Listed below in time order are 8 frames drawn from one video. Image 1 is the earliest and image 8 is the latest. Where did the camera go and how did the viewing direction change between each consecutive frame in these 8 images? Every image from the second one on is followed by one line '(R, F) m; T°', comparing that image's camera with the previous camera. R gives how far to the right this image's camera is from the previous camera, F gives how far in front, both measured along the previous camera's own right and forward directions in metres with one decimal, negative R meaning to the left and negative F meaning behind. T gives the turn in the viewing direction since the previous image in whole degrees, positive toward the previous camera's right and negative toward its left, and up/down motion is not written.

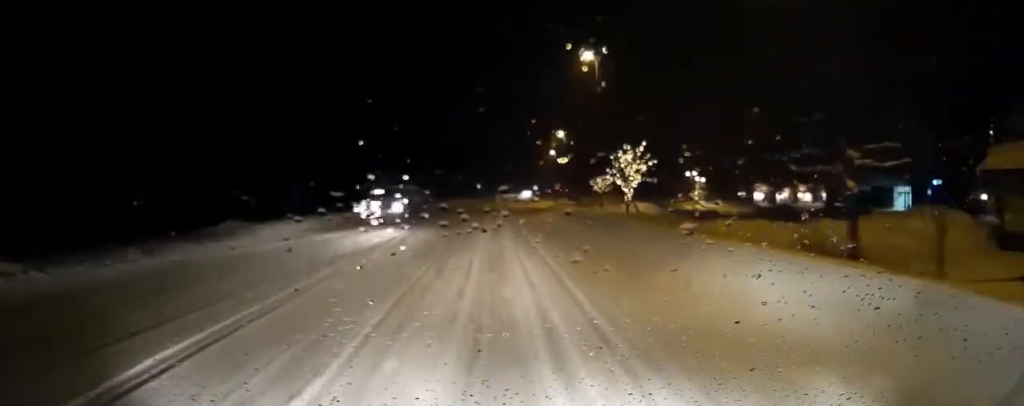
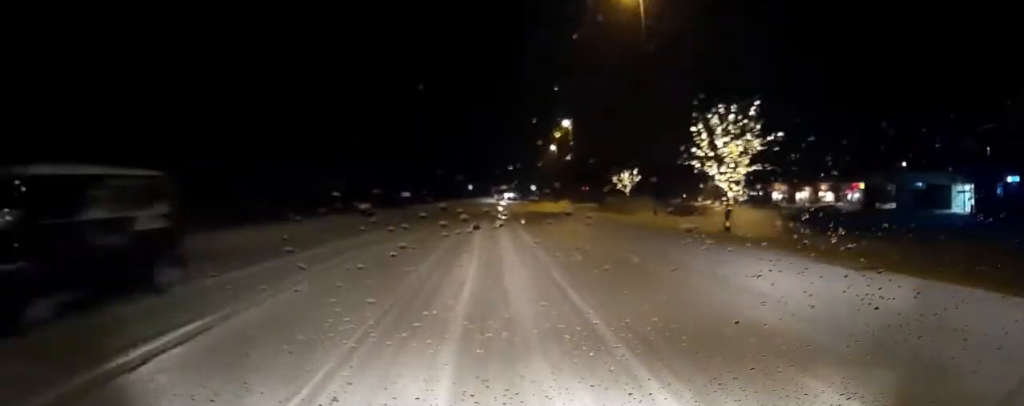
(0.0, +14.4) m; +1°
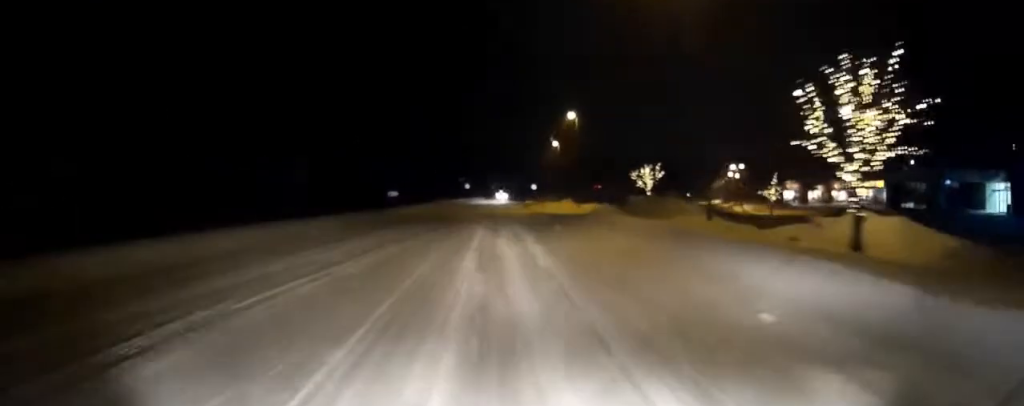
(+0.1, +6.9) m; +1°
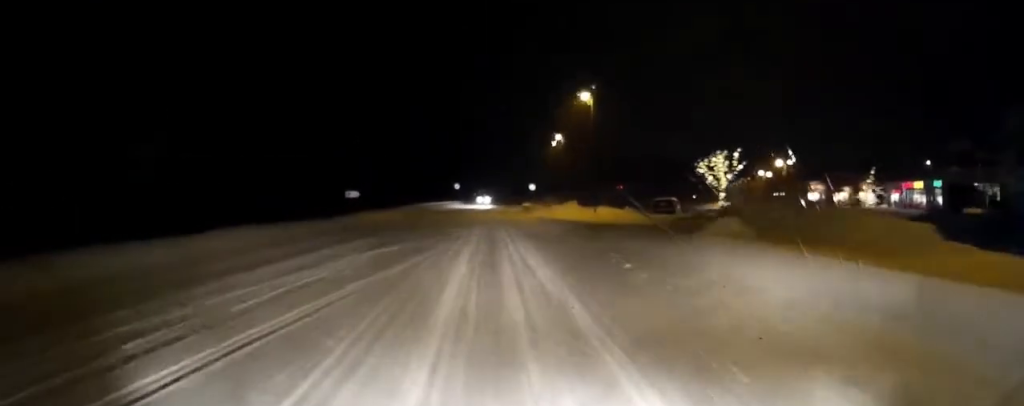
(+0.1, +14.4) m; 0°
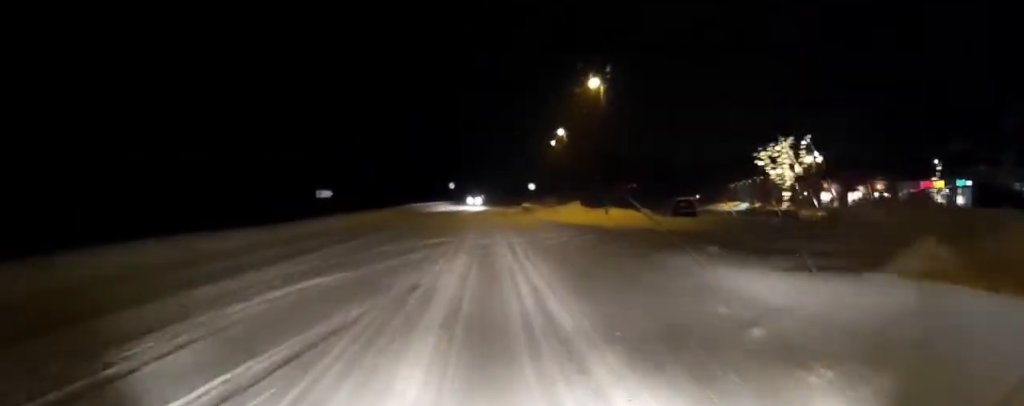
(0.0, +6.5) m; -1°
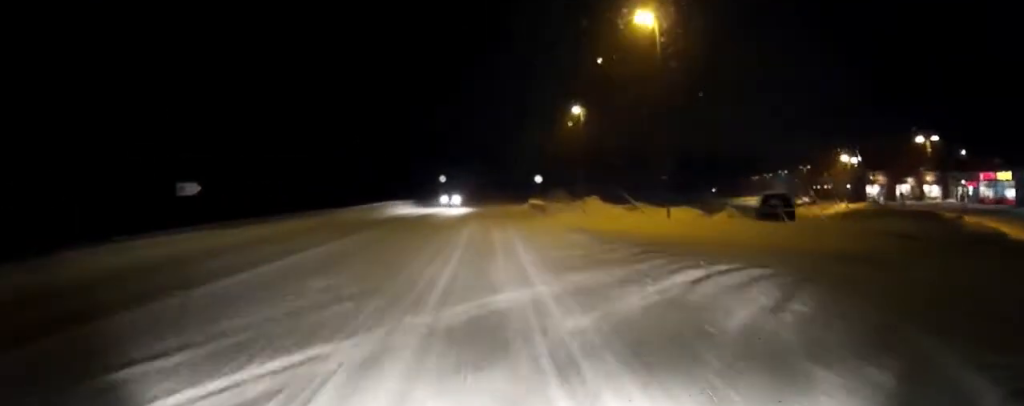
(-0.1, +16.5) m; +1°
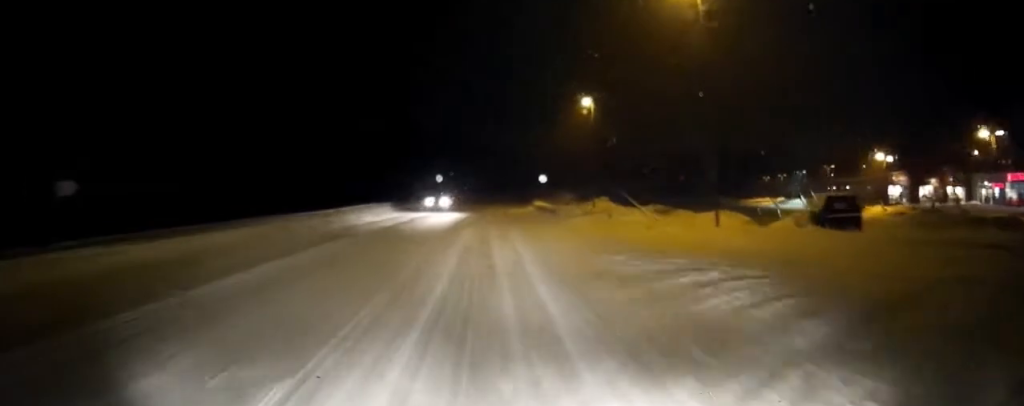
(+0.1, +6.6) m; +1°
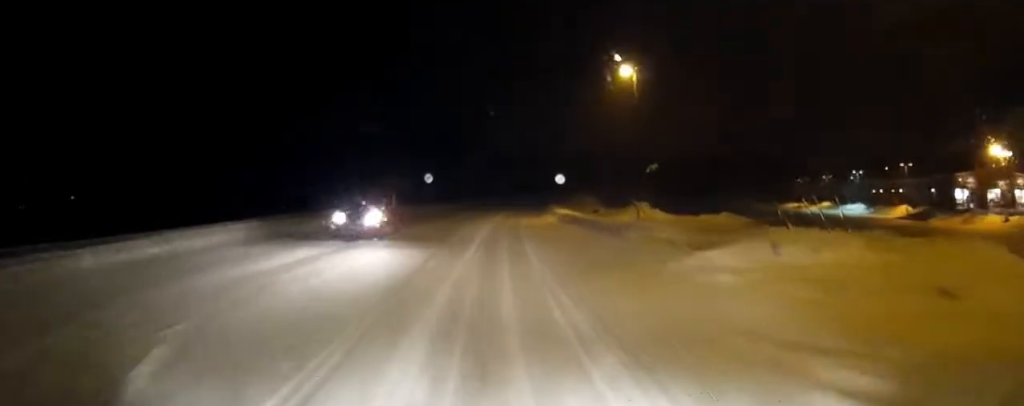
(0.0, +16.6) m; 0°
